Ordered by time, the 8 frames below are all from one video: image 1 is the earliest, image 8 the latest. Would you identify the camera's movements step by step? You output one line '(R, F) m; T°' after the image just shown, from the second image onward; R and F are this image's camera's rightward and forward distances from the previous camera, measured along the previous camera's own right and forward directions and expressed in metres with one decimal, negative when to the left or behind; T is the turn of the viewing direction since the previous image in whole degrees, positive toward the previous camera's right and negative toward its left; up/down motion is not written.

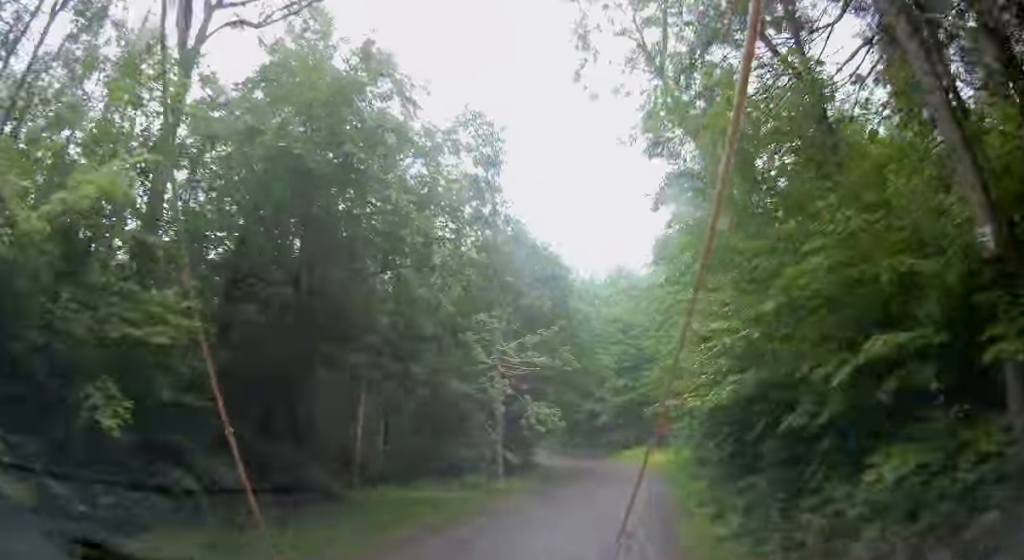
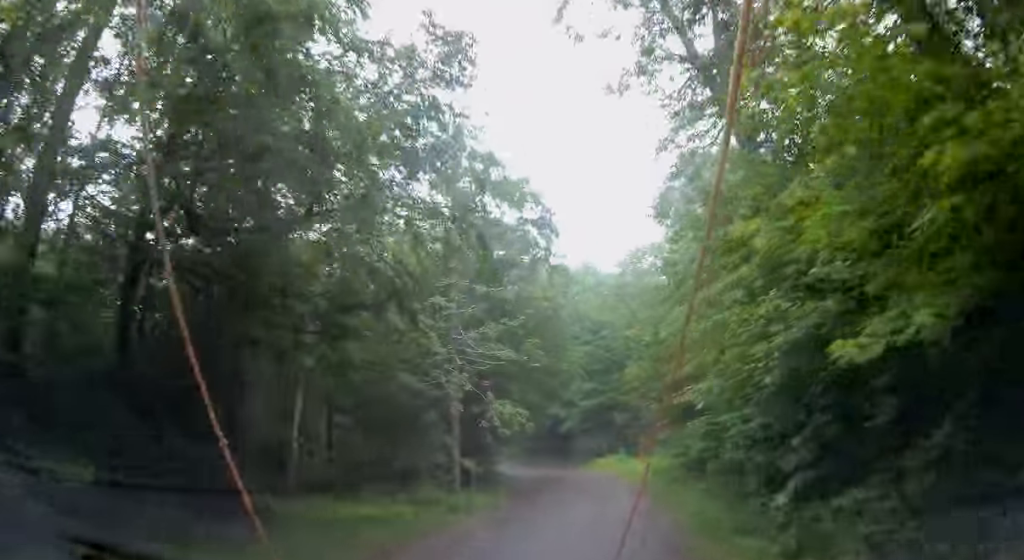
(0.0, +3.7) m; +2°
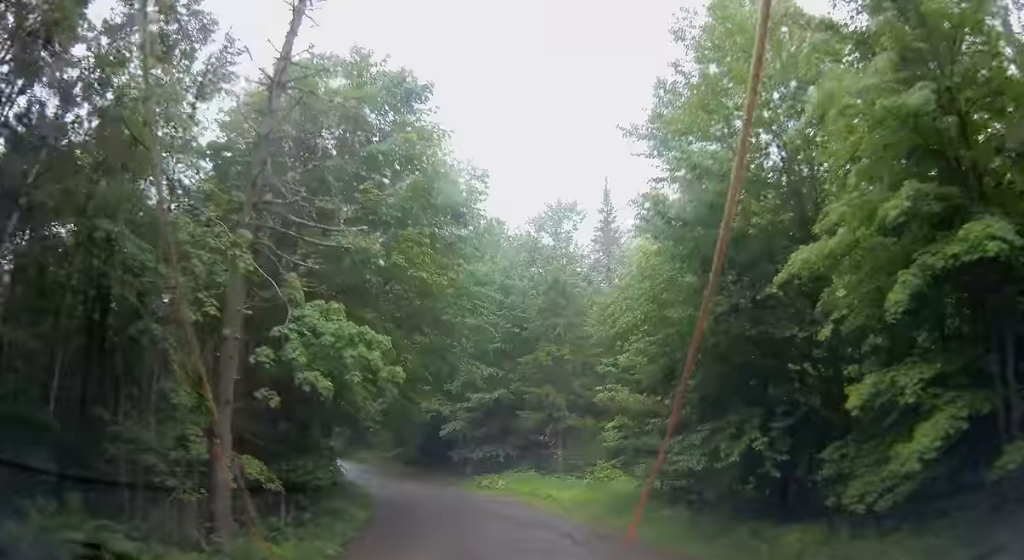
(+1.1, +13.3) m; +9°
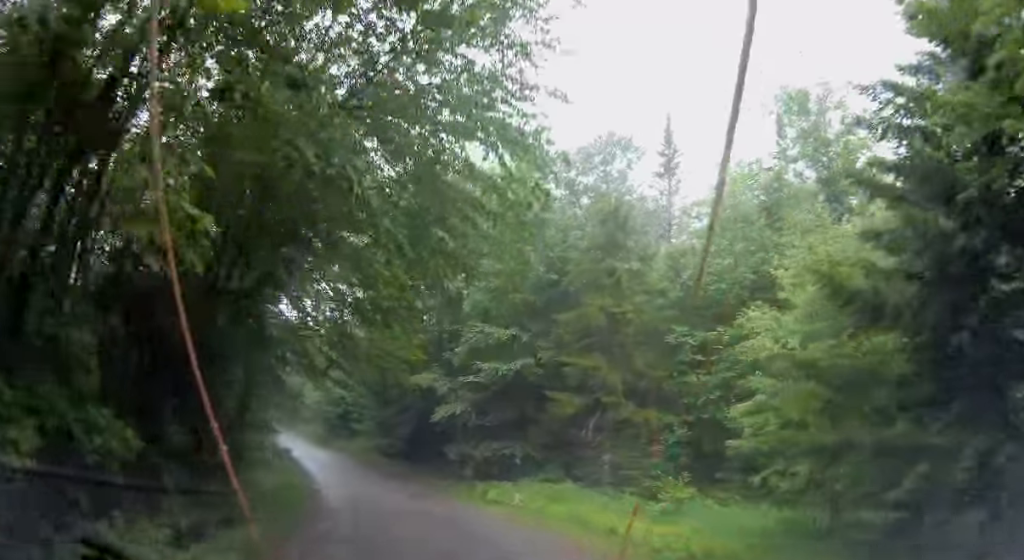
(+0.5, +10.9) m; 0°
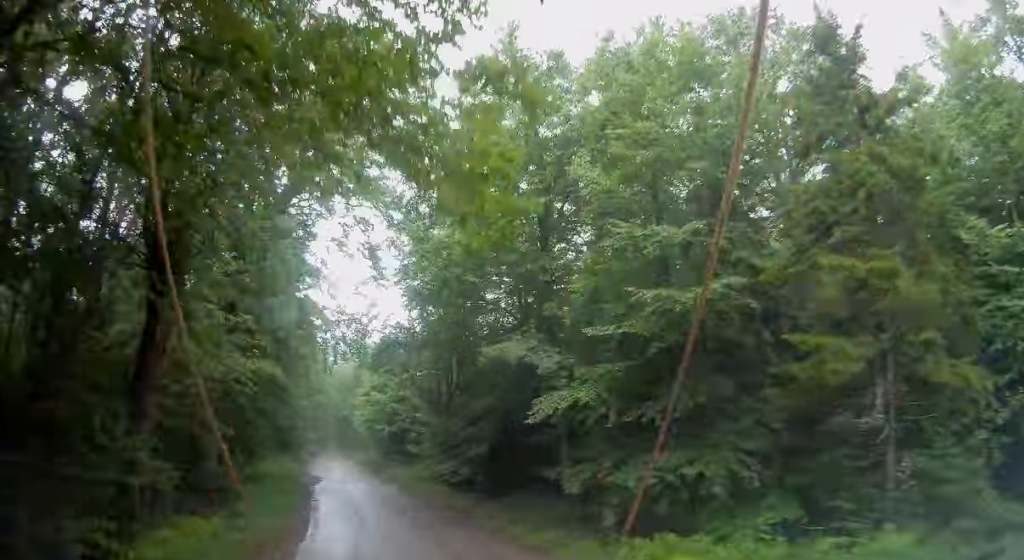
(-0.8, +12.5) m; -5°
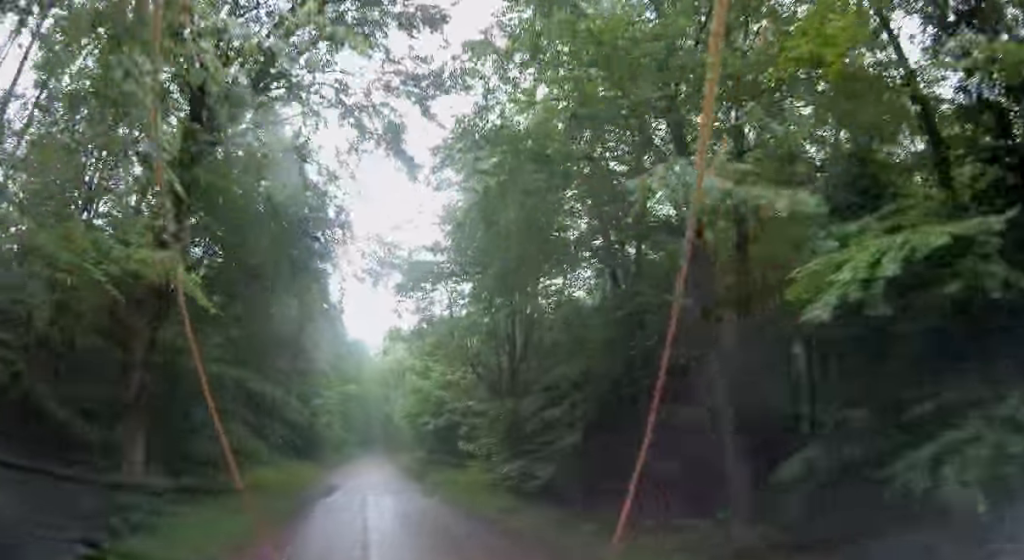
(0.0, +8.9) m; +1°
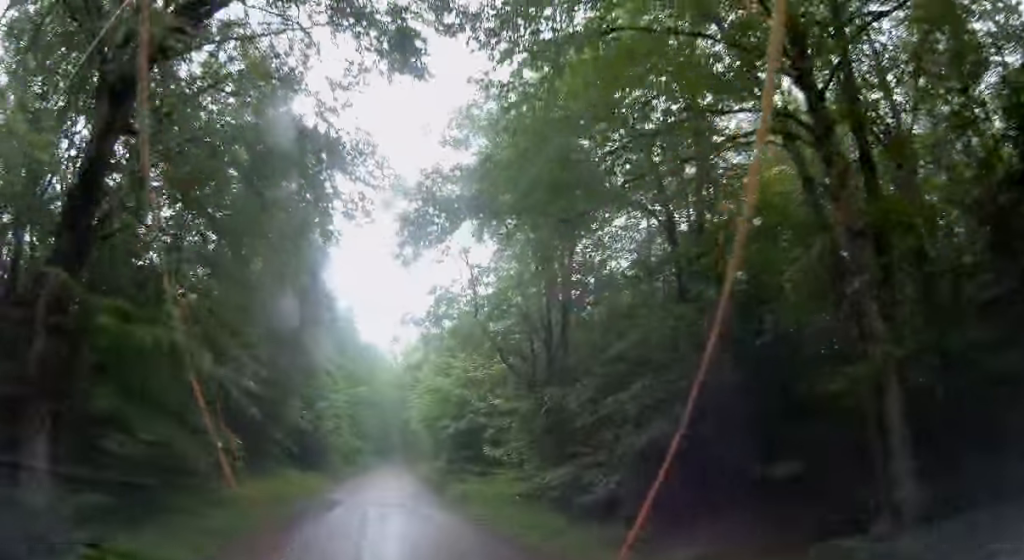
(+0.1, +4.3) m; -2°
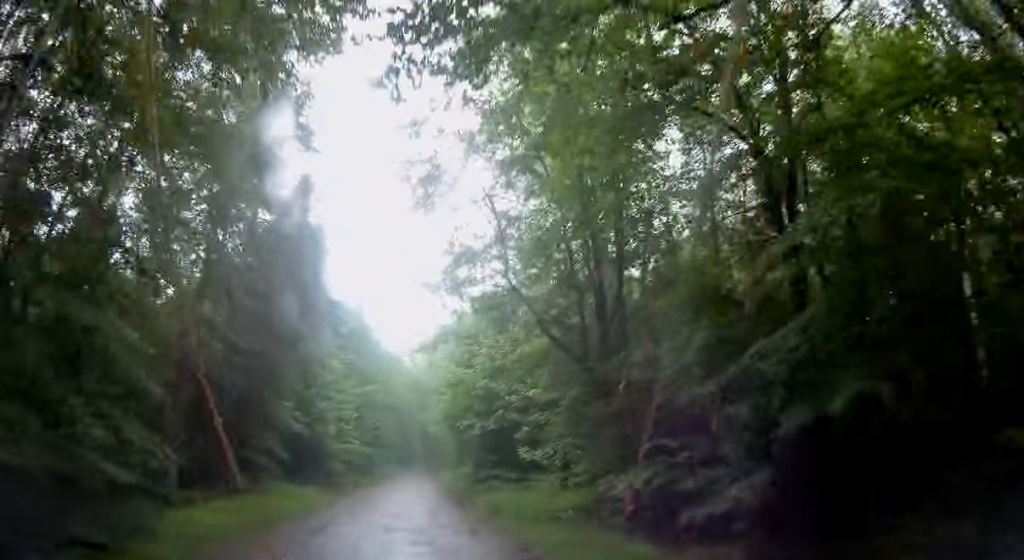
(+0.1, +5.0) m; -2°
